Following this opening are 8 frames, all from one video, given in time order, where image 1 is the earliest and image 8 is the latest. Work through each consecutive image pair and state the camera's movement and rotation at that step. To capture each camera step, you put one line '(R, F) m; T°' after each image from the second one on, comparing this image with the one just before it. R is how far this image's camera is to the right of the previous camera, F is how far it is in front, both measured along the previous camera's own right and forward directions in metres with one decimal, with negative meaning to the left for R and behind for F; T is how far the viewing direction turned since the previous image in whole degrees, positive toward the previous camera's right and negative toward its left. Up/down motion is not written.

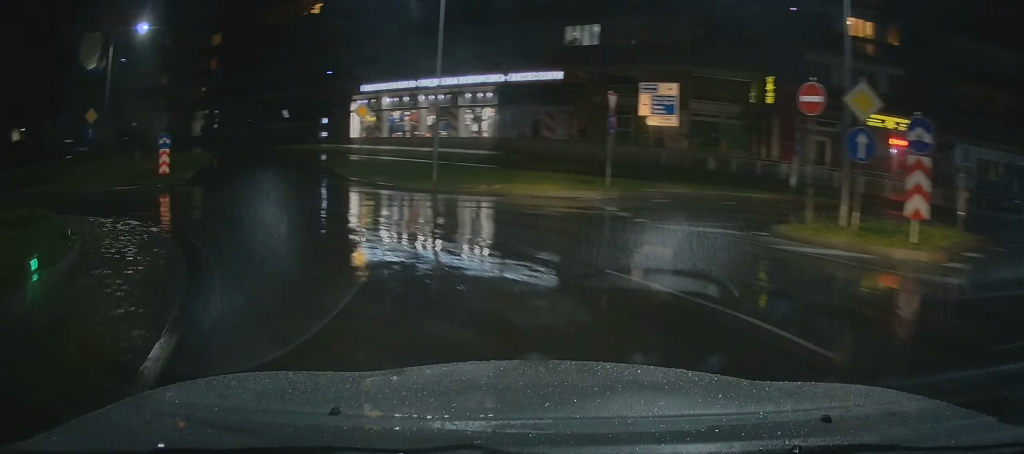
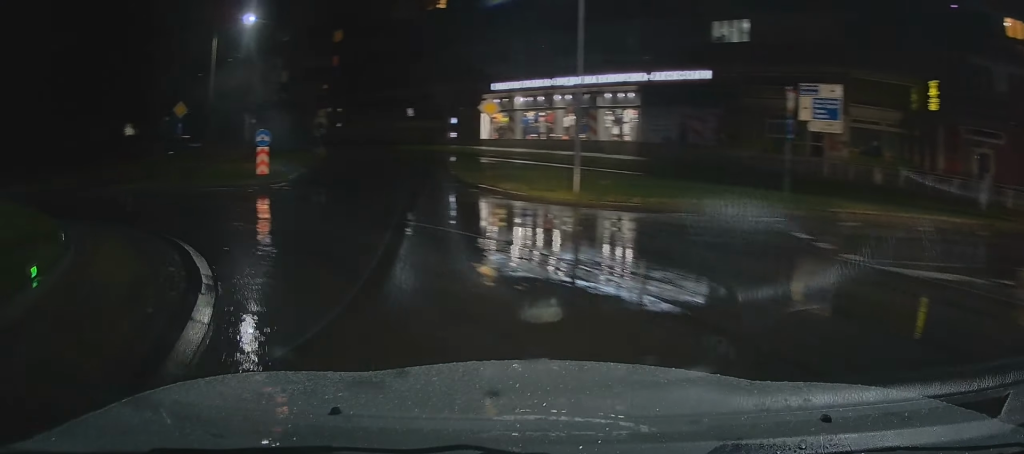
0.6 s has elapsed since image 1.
(-0.5, +3.1) m; -15°
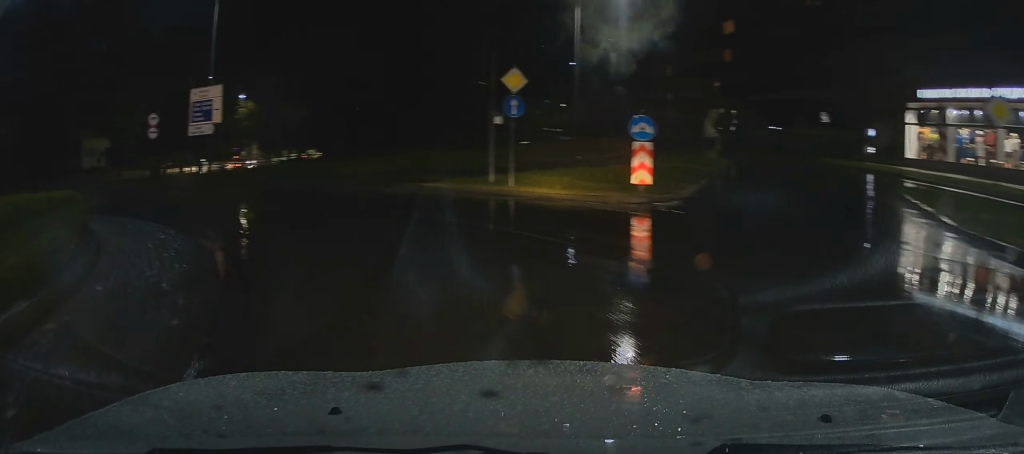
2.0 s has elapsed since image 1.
(-2.8, +8.2) m; -35°
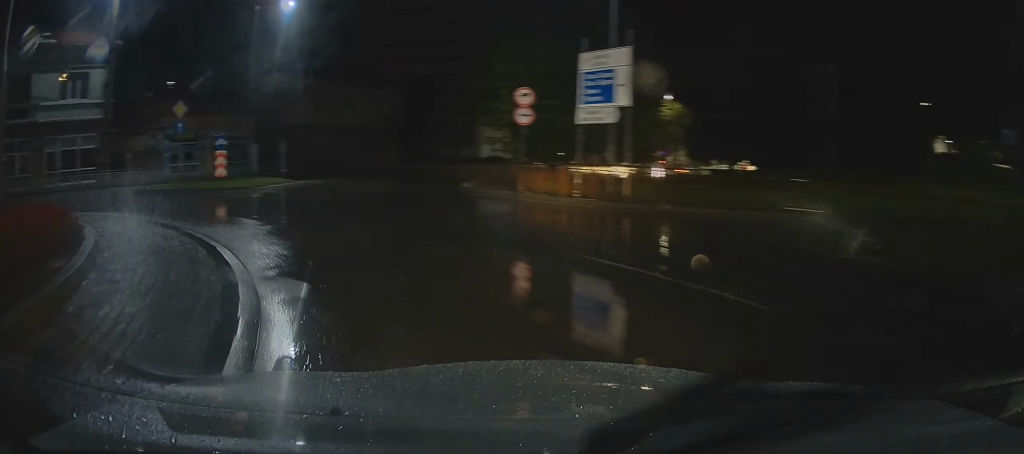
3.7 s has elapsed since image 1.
(-2.9, +11.1) m; -31°
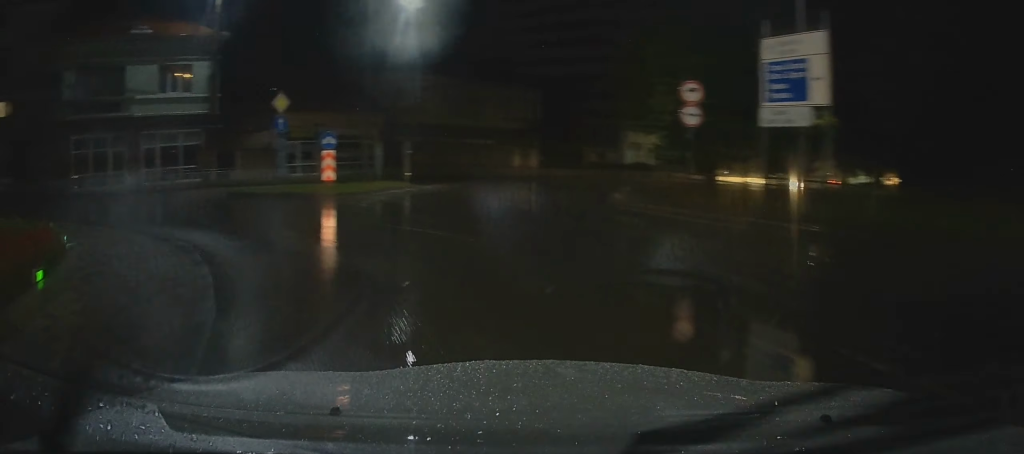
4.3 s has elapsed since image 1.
(-0.3, +4.0) m; -10°
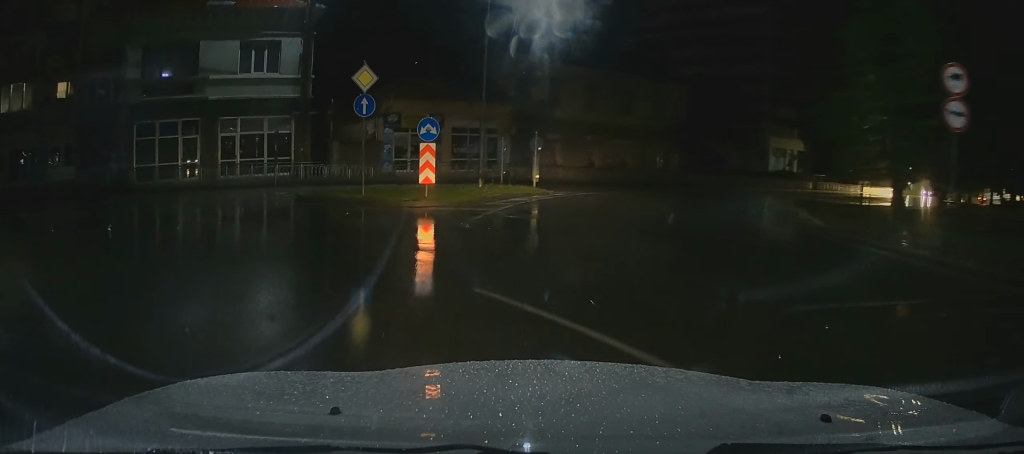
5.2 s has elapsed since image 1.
(-1.0, +6.6) m; -9°
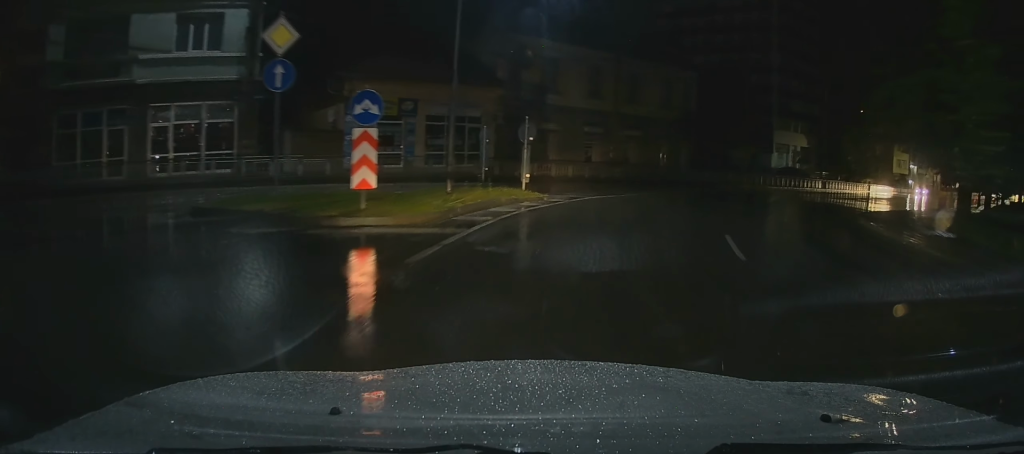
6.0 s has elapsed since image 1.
(-0.1, +6.0) m; +2°
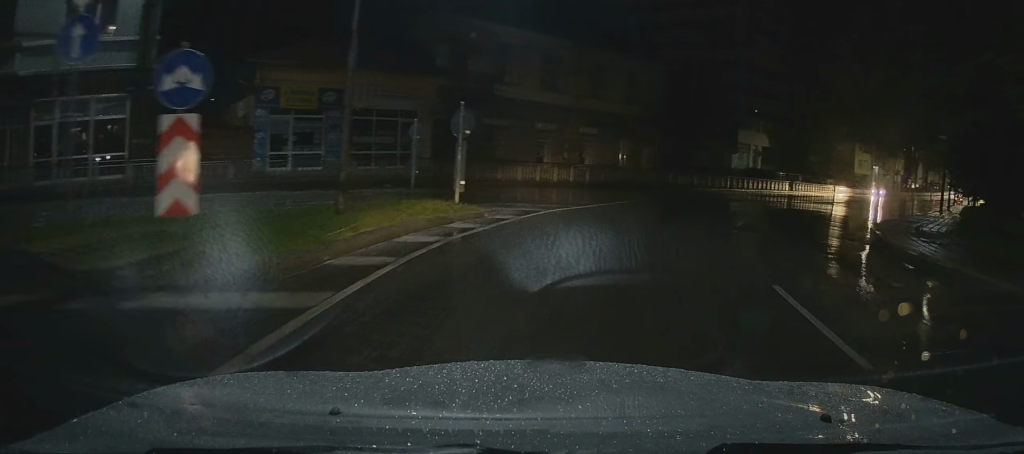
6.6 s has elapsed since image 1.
(+0.3, +4.9) m; +7°
